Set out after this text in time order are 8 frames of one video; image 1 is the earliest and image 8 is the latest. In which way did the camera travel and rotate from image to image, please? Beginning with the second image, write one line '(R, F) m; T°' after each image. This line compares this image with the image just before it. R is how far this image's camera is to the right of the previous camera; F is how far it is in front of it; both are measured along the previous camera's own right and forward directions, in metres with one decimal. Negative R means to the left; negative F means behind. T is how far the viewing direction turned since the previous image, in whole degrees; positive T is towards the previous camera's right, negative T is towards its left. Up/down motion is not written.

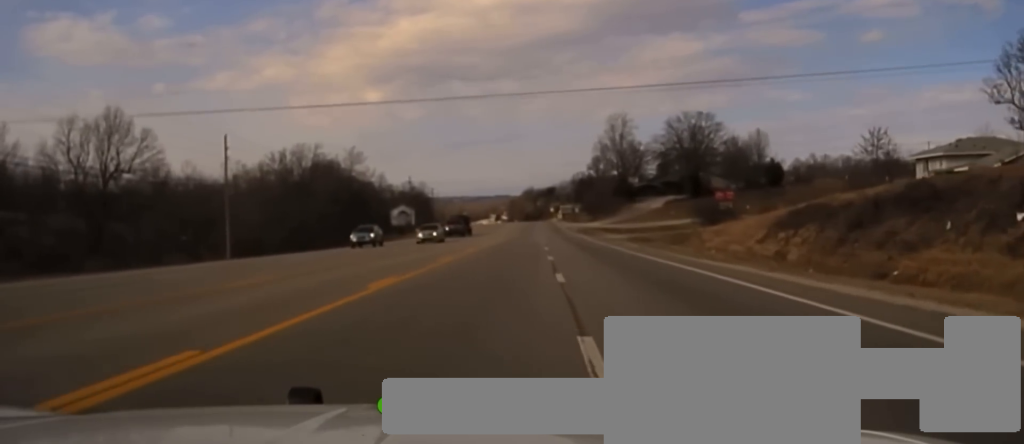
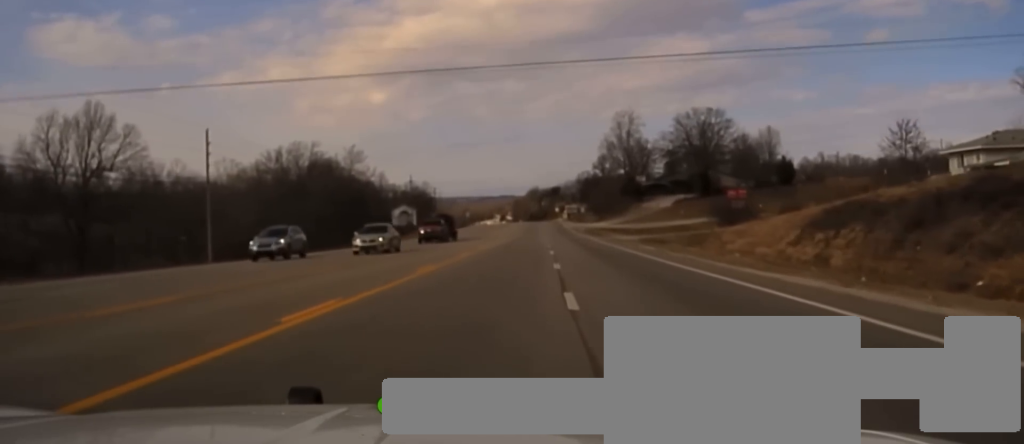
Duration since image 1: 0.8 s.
(-0.2, +6.5) m; -2°
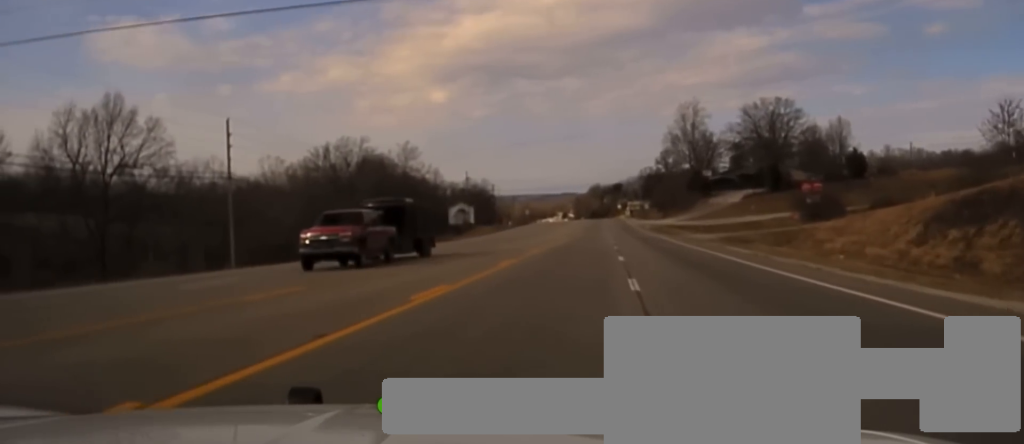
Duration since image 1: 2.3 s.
(0.0, +9.7) m; -5°
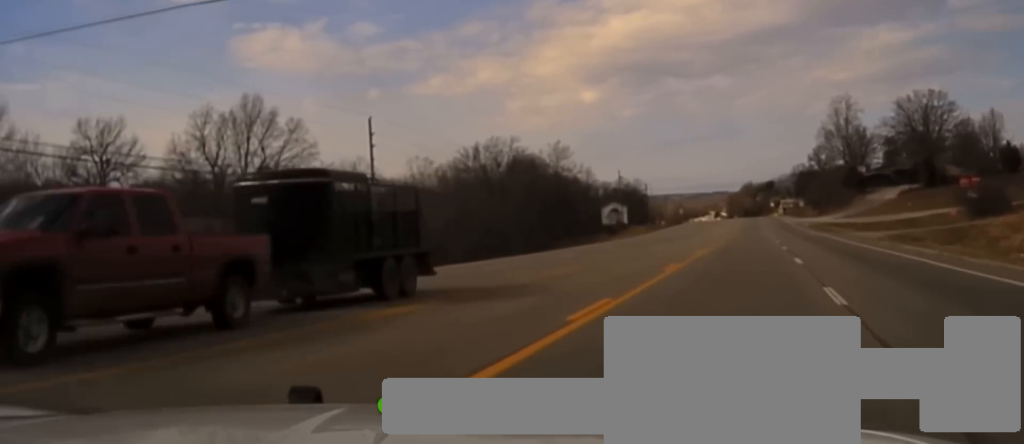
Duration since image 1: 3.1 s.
(-0.2, +3.8) m; -15°
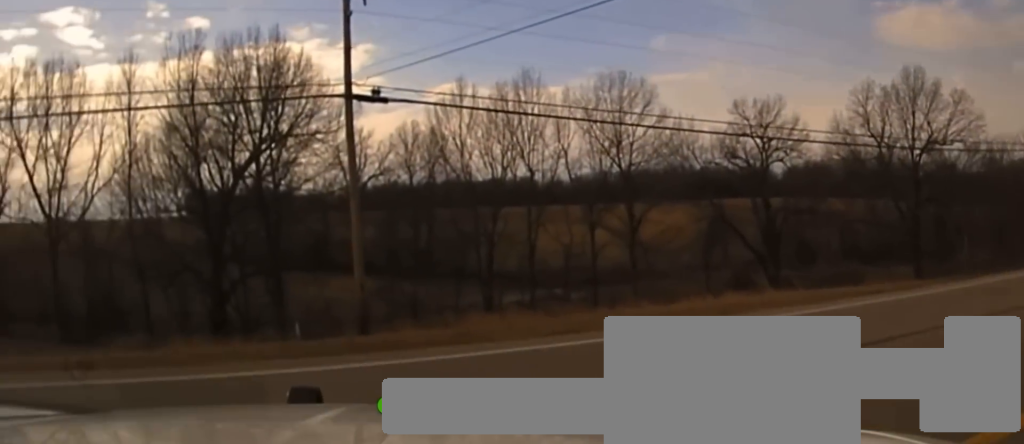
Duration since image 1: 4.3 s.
(-1.3, +3.9) m; -46°
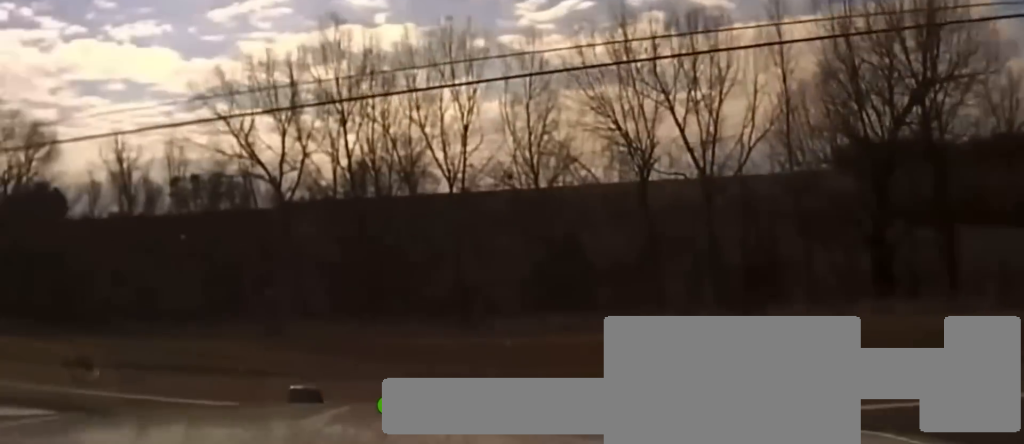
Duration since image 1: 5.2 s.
(-1.0, +2.9) m; -38°
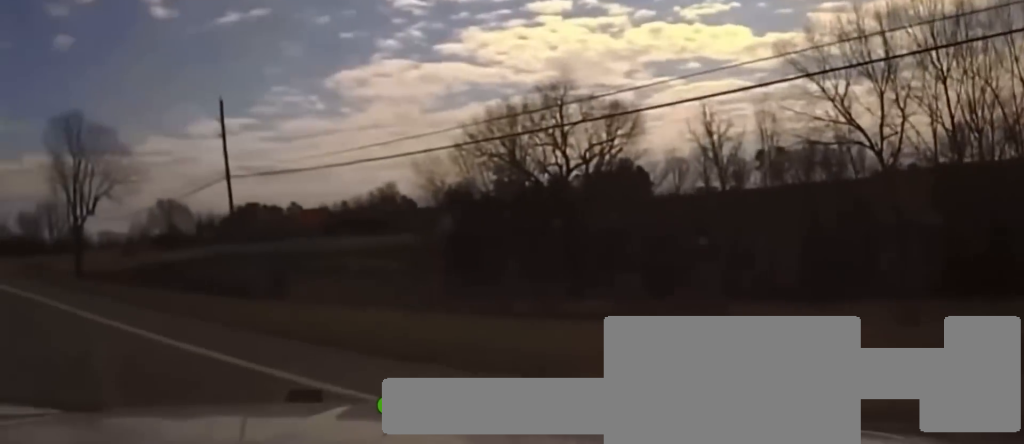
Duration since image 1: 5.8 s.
(-0.5, +2.8) m; -27°
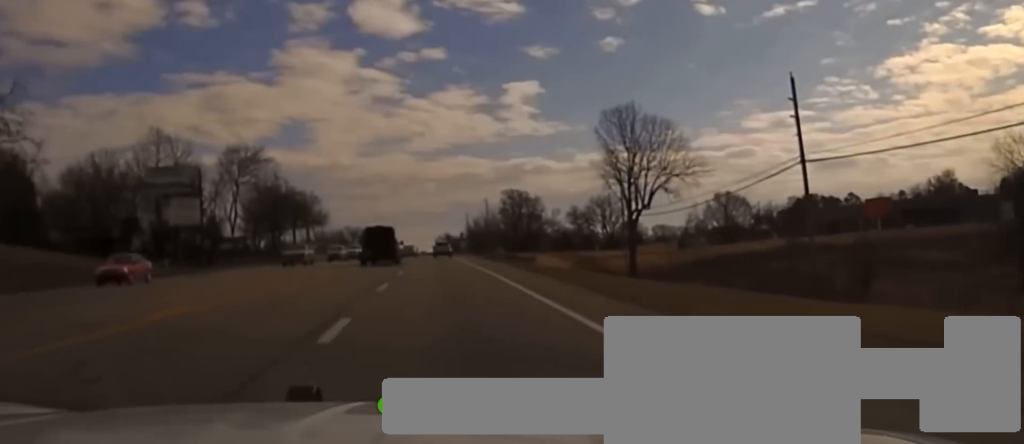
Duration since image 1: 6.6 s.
(-1.0, +4.7) m; -28°
